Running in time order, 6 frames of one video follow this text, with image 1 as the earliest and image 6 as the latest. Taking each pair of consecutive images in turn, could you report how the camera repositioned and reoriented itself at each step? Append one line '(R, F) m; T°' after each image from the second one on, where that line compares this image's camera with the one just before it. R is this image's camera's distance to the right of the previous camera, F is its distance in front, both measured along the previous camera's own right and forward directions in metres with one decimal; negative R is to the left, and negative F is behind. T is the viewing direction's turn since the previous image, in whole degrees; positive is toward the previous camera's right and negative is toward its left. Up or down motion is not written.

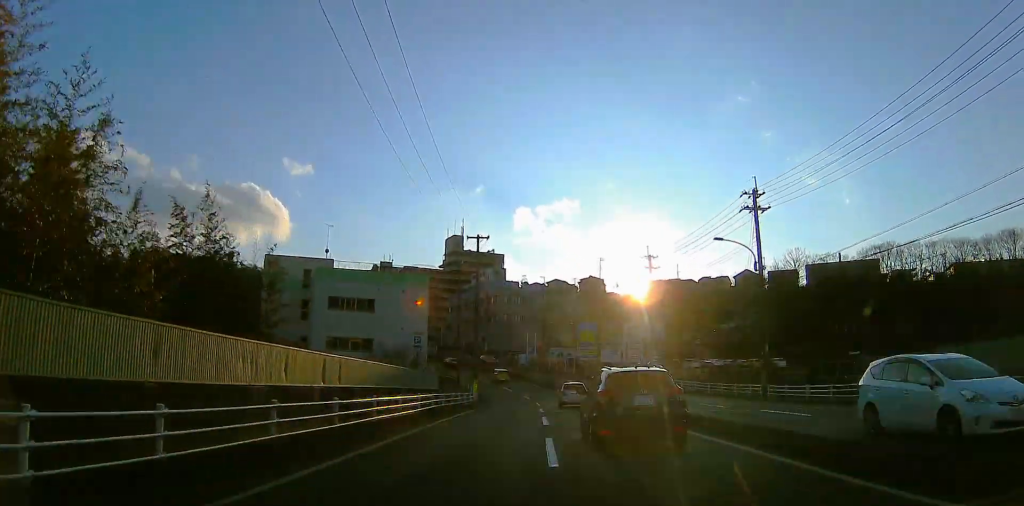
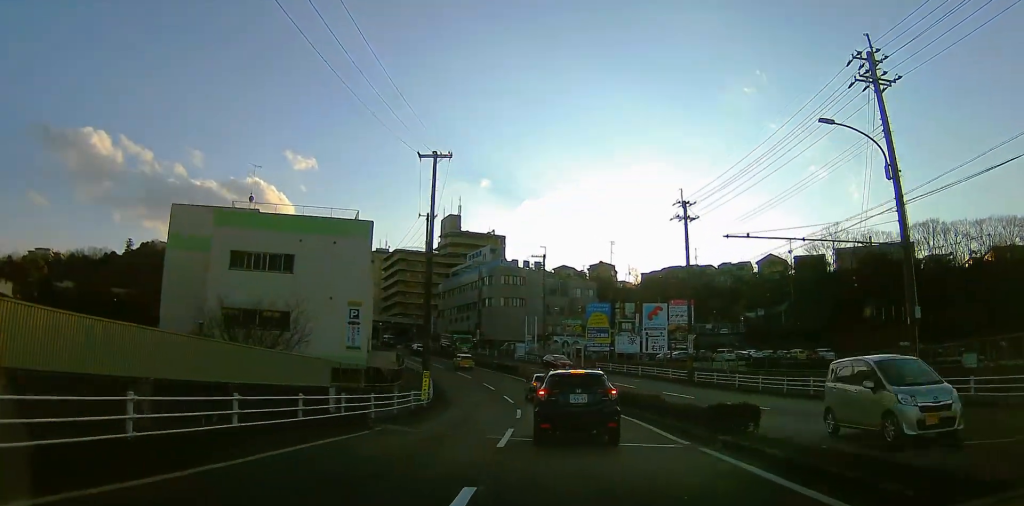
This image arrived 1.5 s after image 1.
(+1.7, +16.8) m; +7°
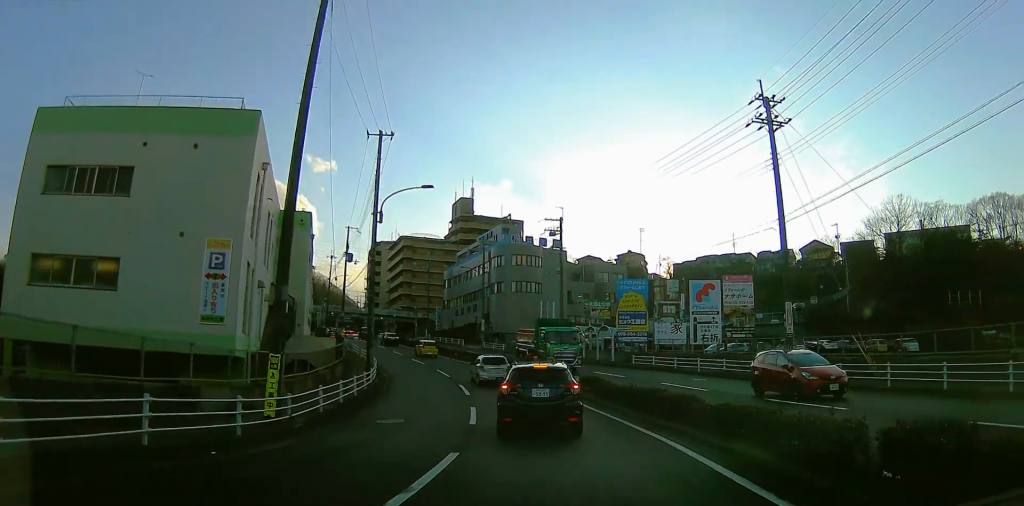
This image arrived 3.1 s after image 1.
(-1.0, +16.5) m; -9°
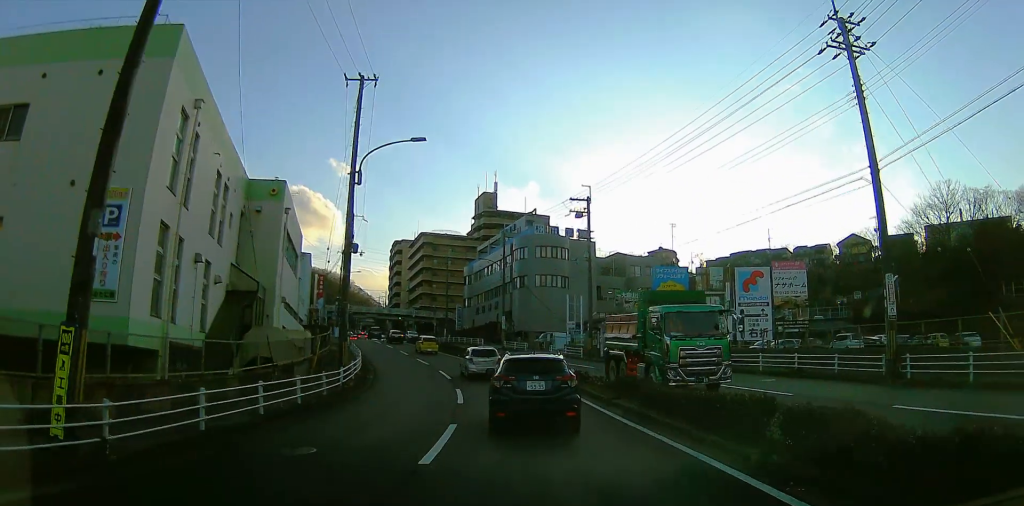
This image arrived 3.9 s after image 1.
(-0.4, +6.8) m; -6°
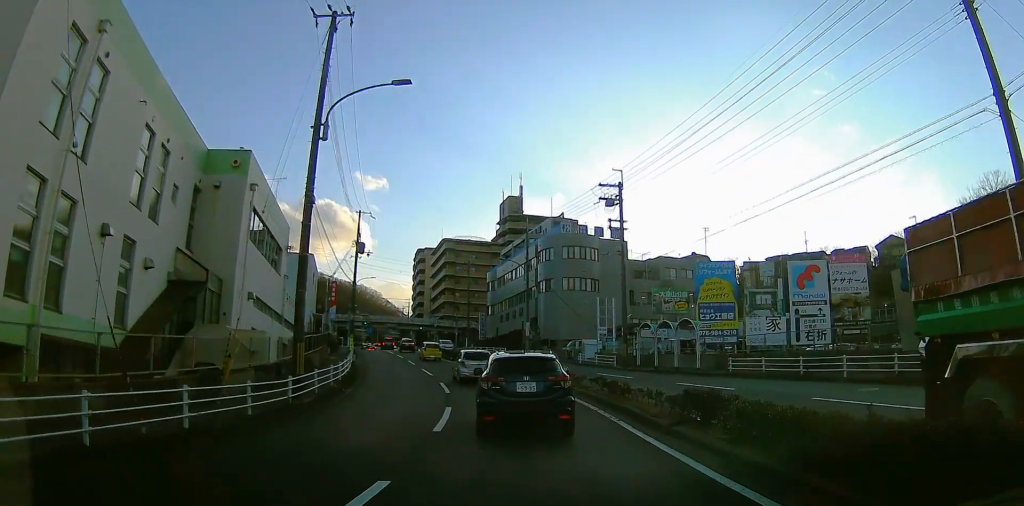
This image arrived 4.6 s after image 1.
(-0.5, +6.3) m; -4°
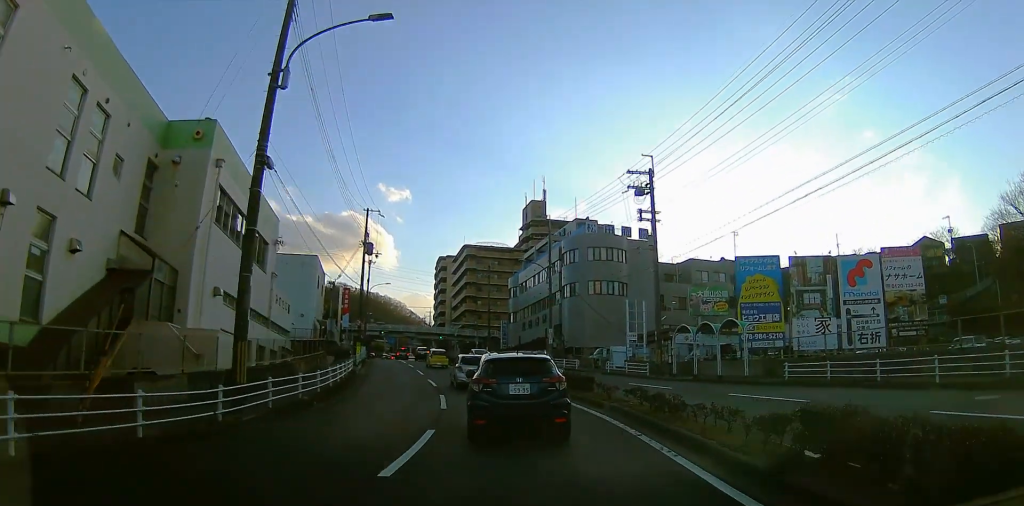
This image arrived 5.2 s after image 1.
(0.0, +4.8) m; 0°
